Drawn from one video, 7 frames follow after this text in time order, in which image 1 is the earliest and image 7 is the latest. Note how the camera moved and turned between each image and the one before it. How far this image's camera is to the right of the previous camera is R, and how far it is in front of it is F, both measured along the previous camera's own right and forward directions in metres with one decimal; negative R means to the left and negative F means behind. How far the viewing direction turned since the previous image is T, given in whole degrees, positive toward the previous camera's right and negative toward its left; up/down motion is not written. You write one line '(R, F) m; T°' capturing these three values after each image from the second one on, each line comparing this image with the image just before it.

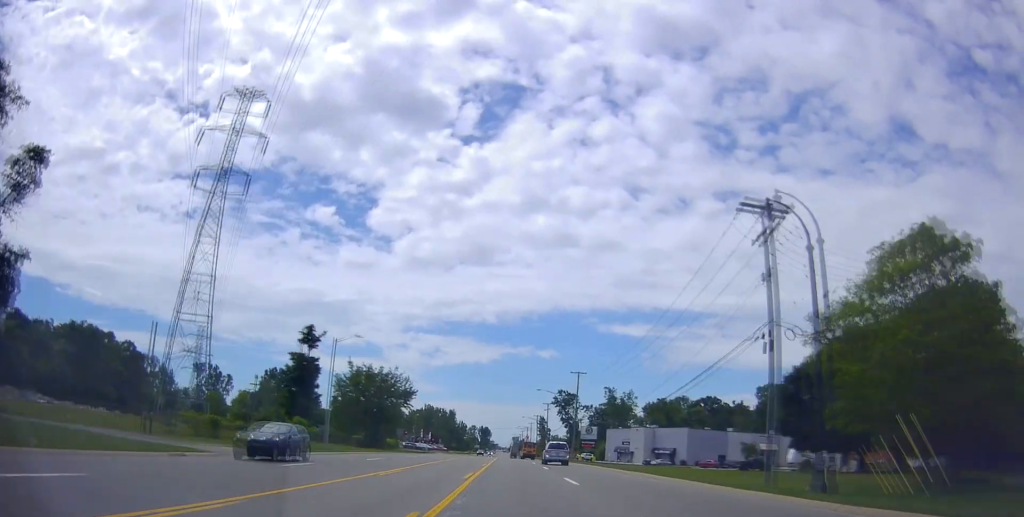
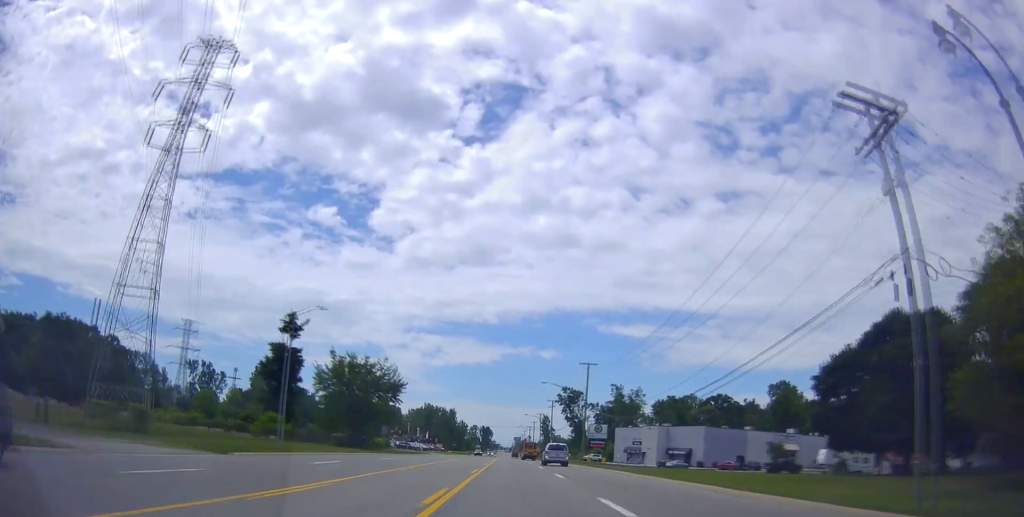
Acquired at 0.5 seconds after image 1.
(+0.1, +10.2) m; 0°
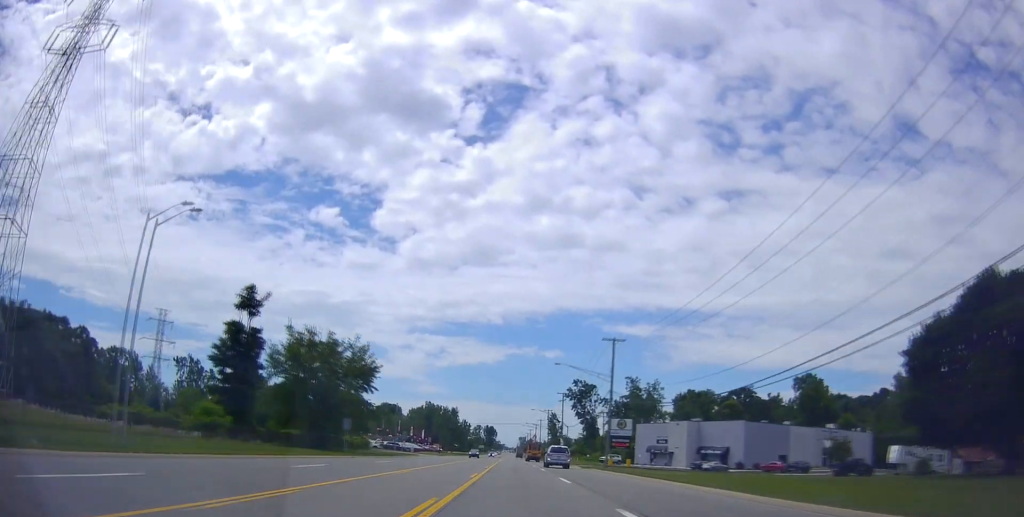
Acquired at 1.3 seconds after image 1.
(+0.3, +18.1) m; 0°
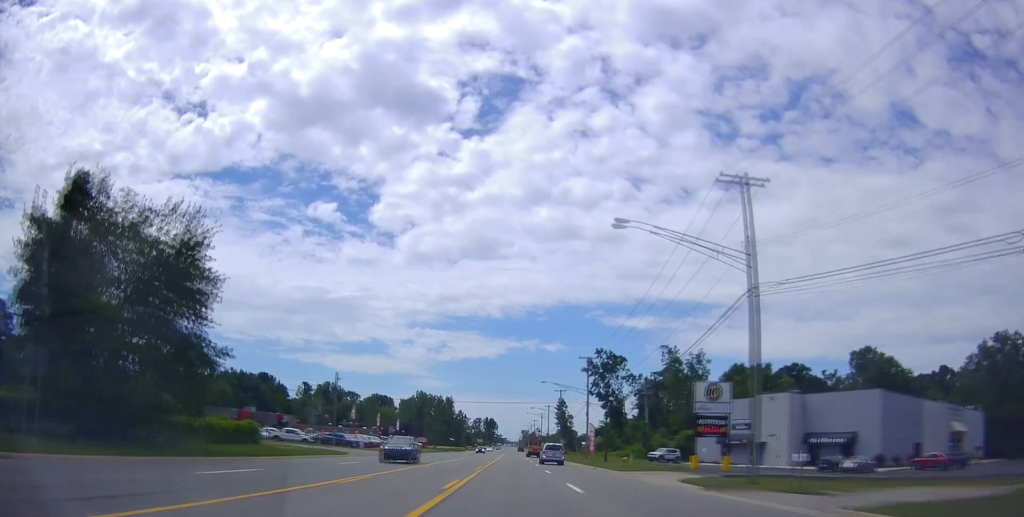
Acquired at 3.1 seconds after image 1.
(-0.9, +39.2) m; 0°
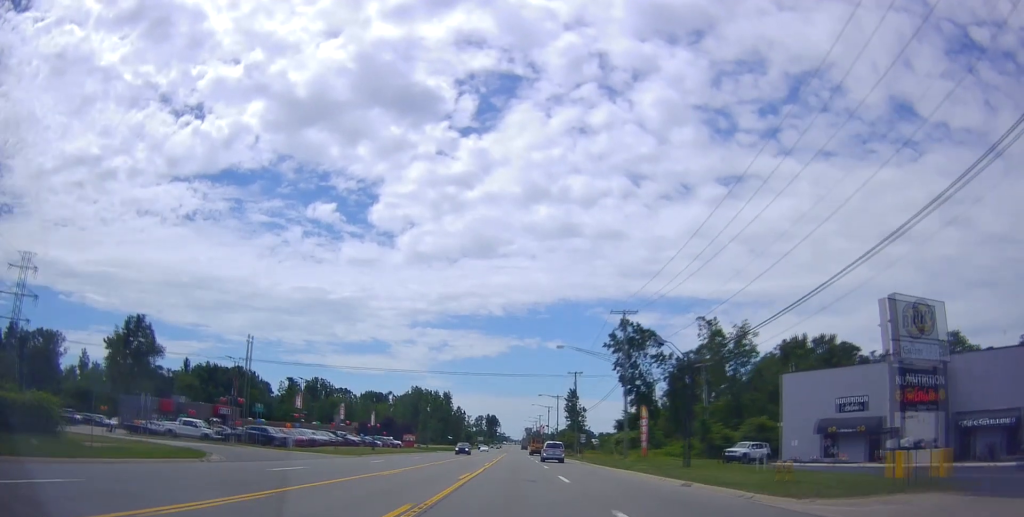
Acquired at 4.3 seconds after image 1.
(+0.5, +26.0) m; 0°
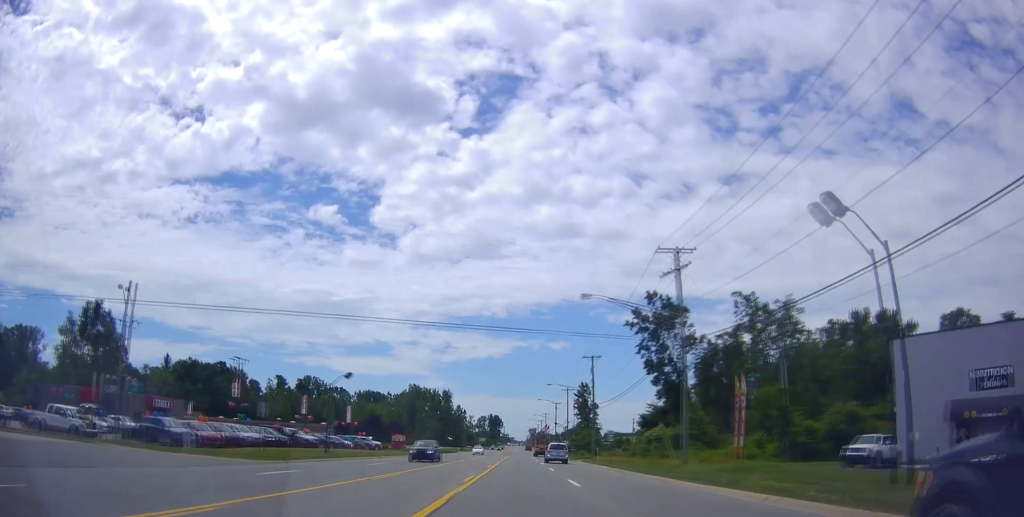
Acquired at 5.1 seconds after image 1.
(-0.4, +17.9) m; -2°
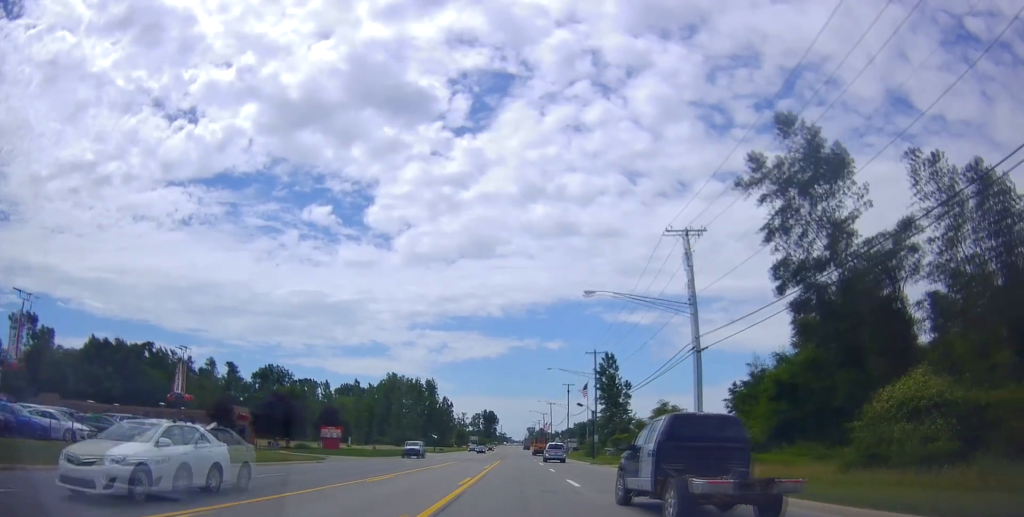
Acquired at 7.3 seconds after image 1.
(+0.7, +46.5) m; +2°
